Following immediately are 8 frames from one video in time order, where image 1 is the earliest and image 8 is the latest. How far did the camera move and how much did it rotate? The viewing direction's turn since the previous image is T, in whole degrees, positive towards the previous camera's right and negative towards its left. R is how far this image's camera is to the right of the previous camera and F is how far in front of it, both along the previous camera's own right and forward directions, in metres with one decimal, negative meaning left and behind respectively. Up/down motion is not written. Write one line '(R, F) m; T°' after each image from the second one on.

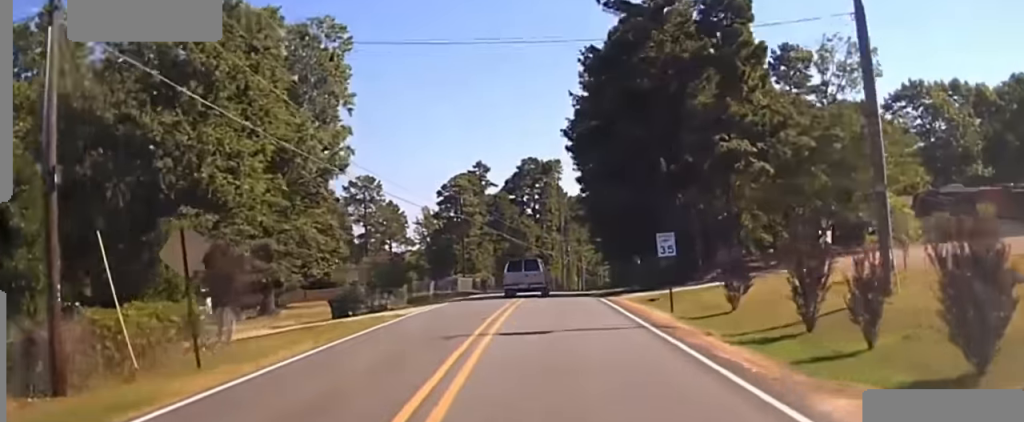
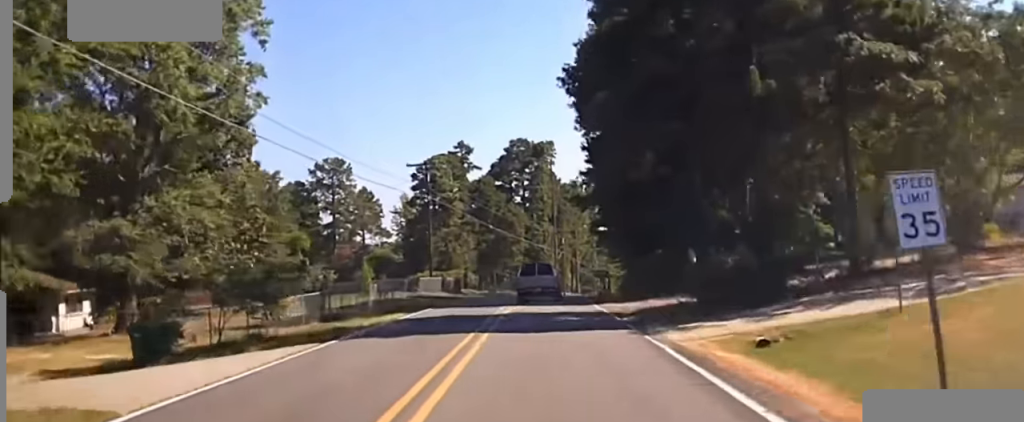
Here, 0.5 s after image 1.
(+0.6, +17.9) m; +2°
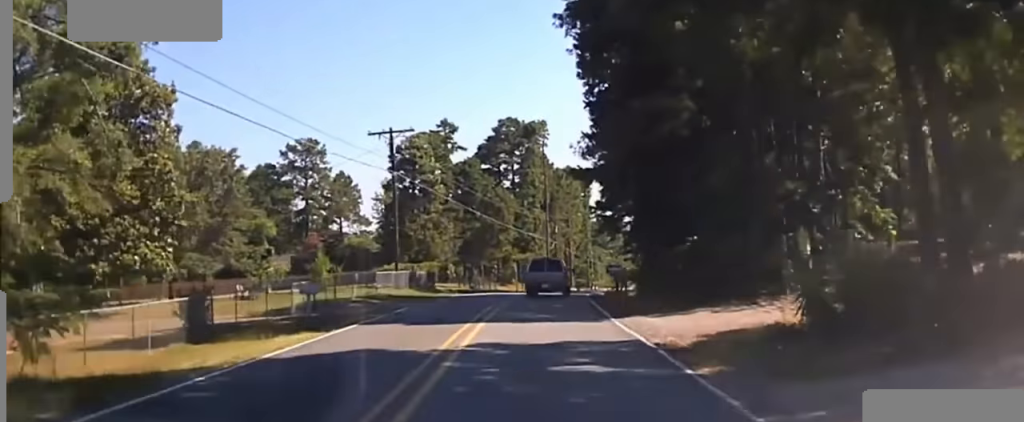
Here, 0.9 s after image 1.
(+0.4, +14.4) m; +2°
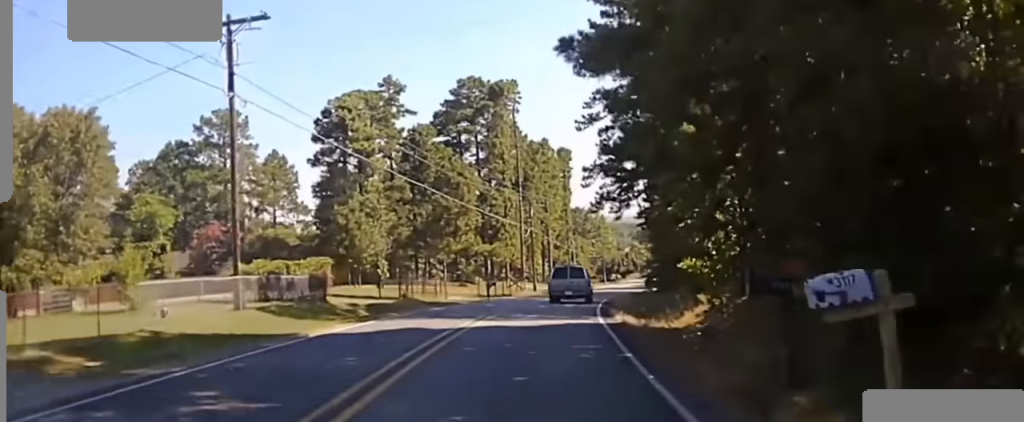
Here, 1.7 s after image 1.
(+0.5, +25.9) m; +1°
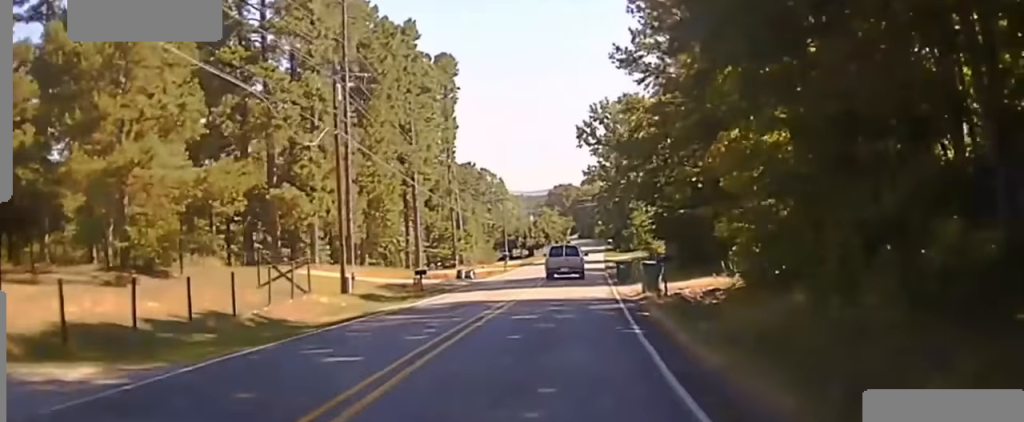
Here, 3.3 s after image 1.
(+0.3, +56.9) m; 0°
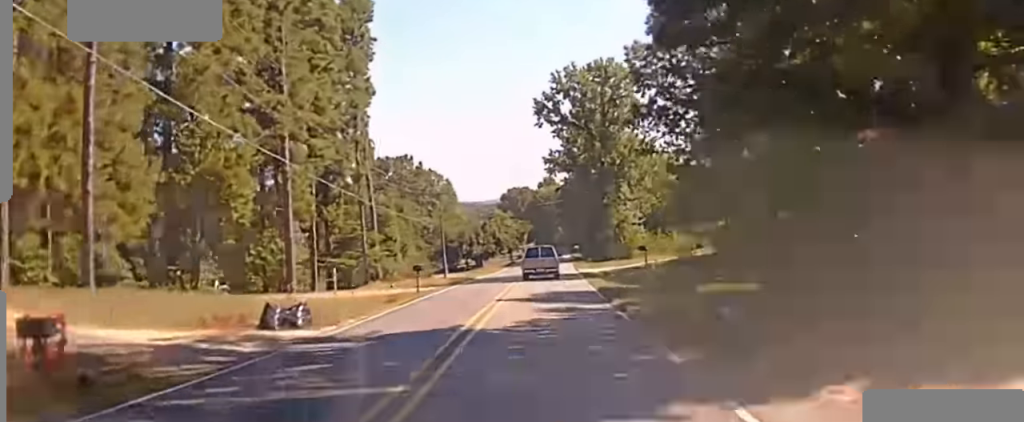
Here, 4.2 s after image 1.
(0.0, +30.5) m; 0°
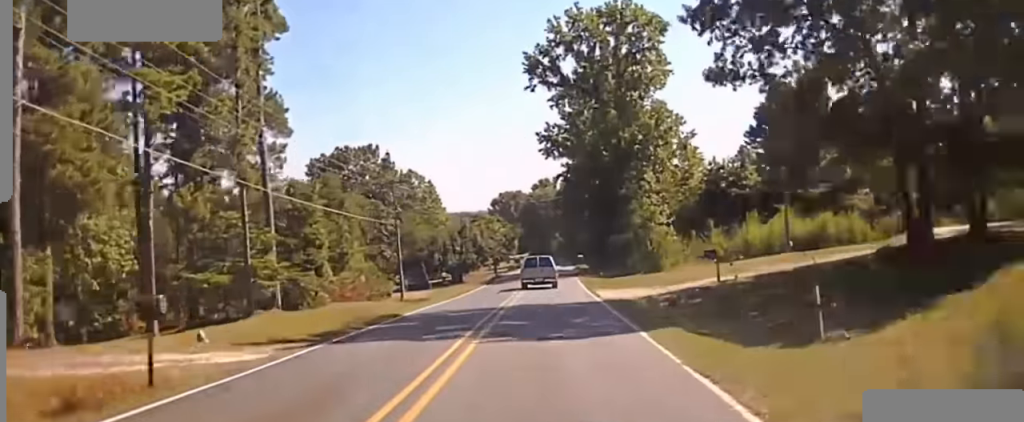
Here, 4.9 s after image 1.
(0.0, +23.9) m; 0°
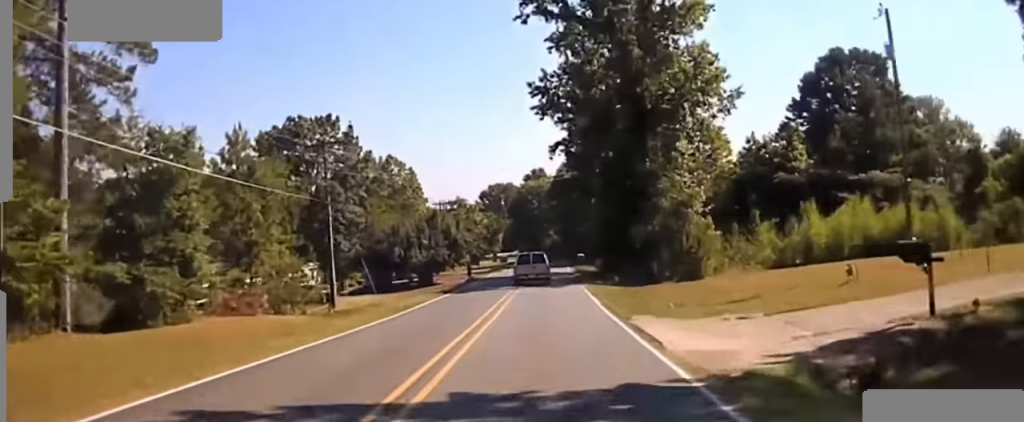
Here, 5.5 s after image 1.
(0.0, +20.3) m; +1°
